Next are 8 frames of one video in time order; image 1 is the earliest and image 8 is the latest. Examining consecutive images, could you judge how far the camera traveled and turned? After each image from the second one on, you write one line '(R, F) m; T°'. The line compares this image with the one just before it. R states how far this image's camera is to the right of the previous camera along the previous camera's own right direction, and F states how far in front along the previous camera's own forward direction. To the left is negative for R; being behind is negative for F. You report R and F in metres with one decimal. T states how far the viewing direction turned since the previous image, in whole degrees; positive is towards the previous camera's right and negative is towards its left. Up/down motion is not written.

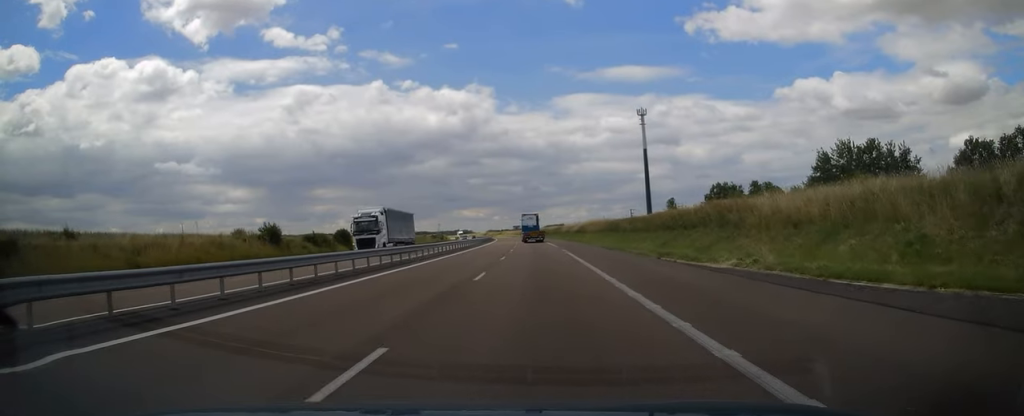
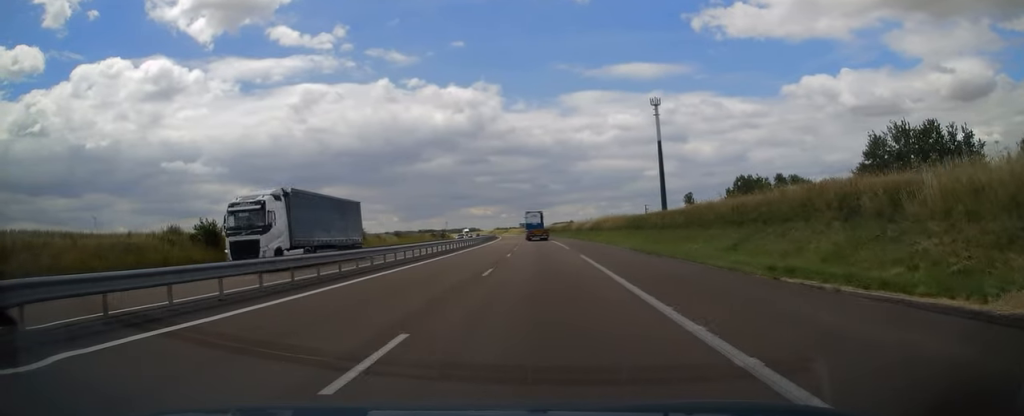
(-0.1, +12.3) m; 0°
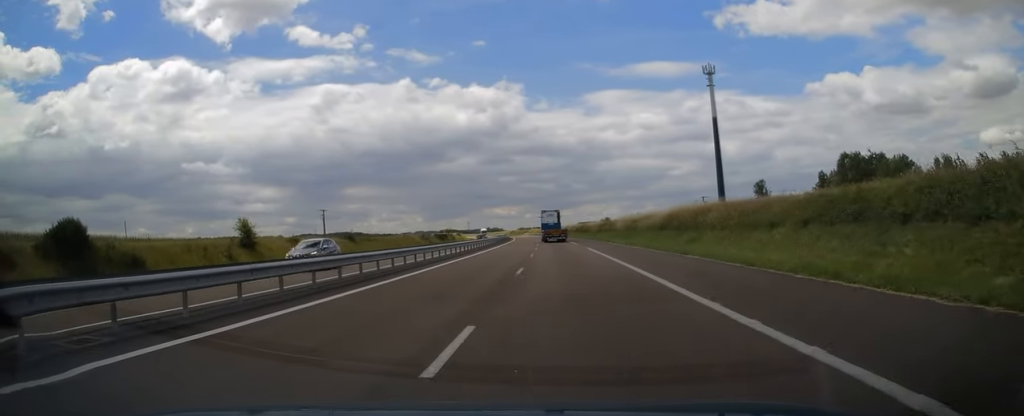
(-0.2, +38.9) m; -2°
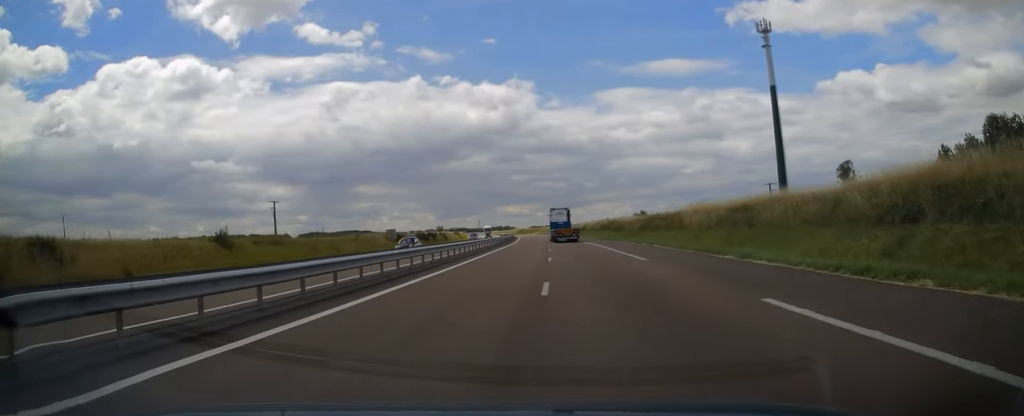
(-0.7, +32.9) m; -2°
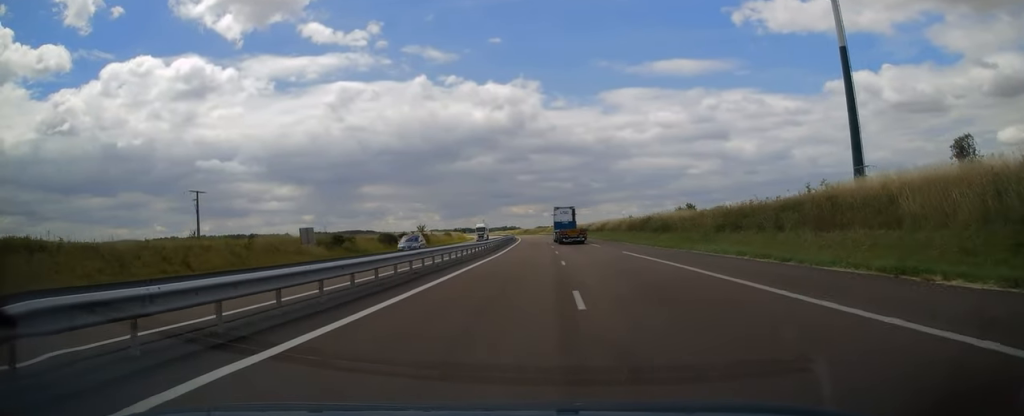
(-0.2, +28.5) m; -1°
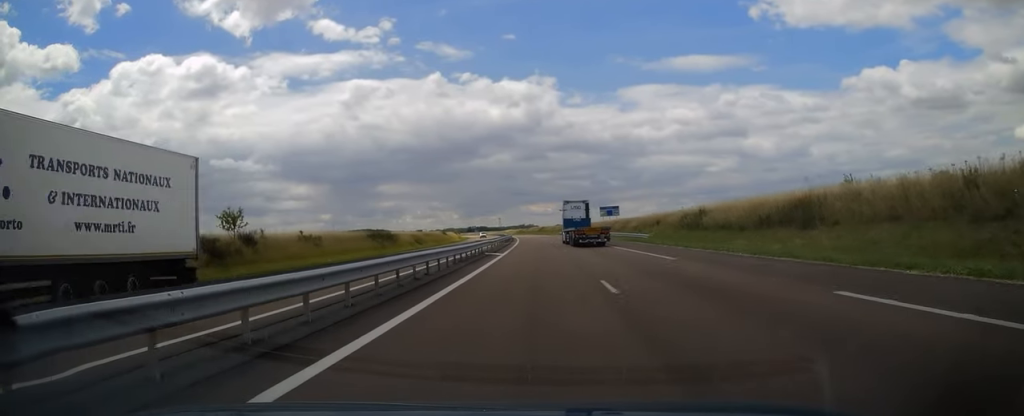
(-1.5, +76.8) m; -2°
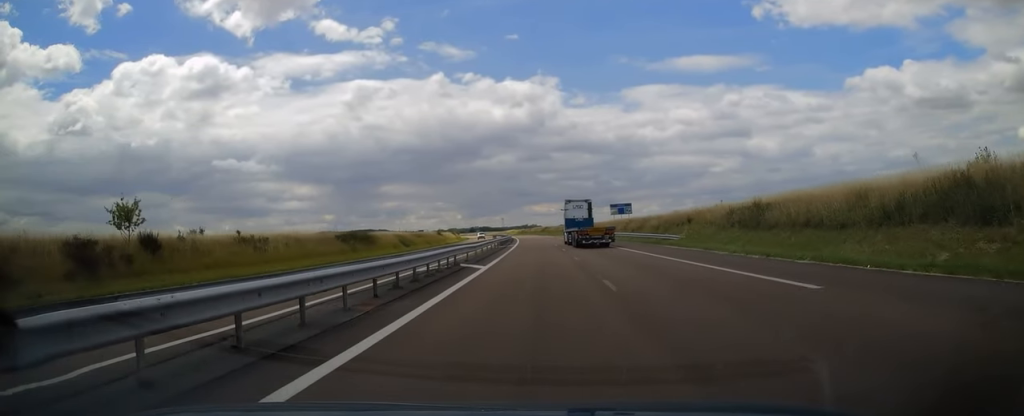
(0.0, +12.3) m; 0°
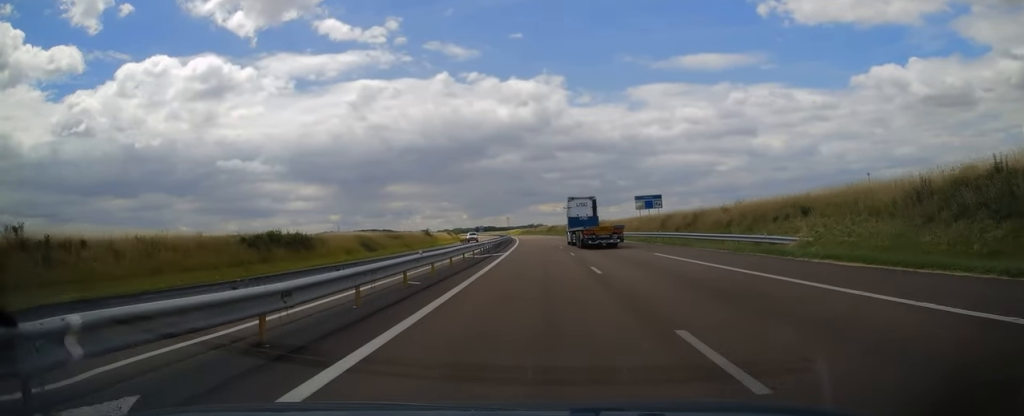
(0.0, +21.7) m; -1°
